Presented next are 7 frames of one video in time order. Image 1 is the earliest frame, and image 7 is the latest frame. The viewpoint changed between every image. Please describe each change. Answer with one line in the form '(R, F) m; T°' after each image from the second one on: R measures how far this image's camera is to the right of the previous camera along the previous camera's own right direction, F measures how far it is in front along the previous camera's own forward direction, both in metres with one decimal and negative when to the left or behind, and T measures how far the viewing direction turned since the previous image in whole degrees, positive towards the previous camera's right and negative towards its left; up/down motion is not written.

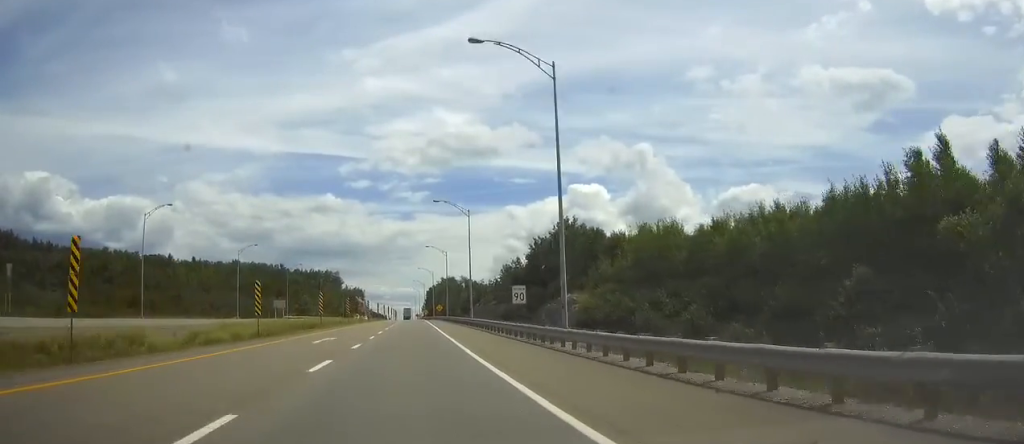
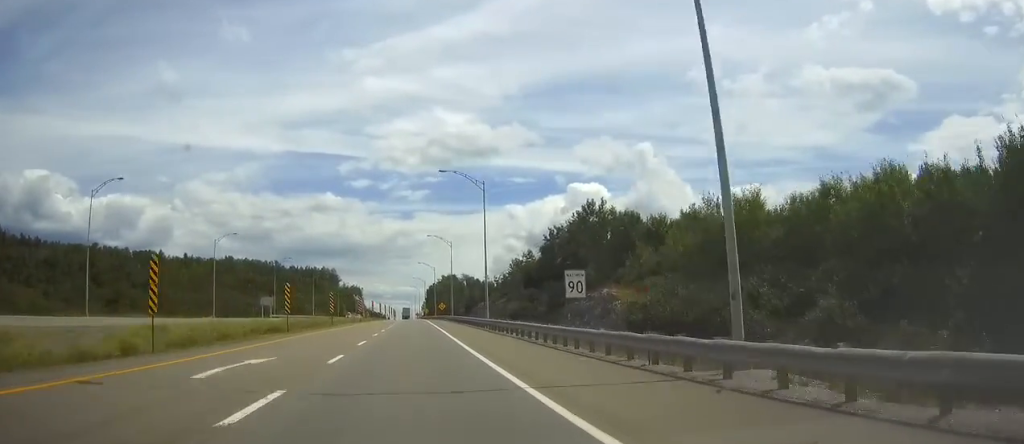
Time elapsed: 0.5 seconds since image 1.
(0.0, +15.4) m; 0°
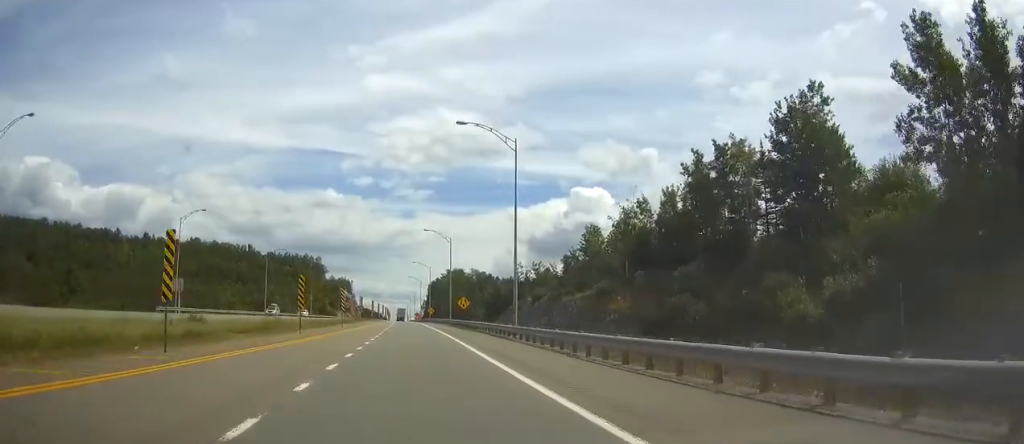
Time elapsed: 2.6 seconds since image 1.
(+0.2, +65.8) m; 0°
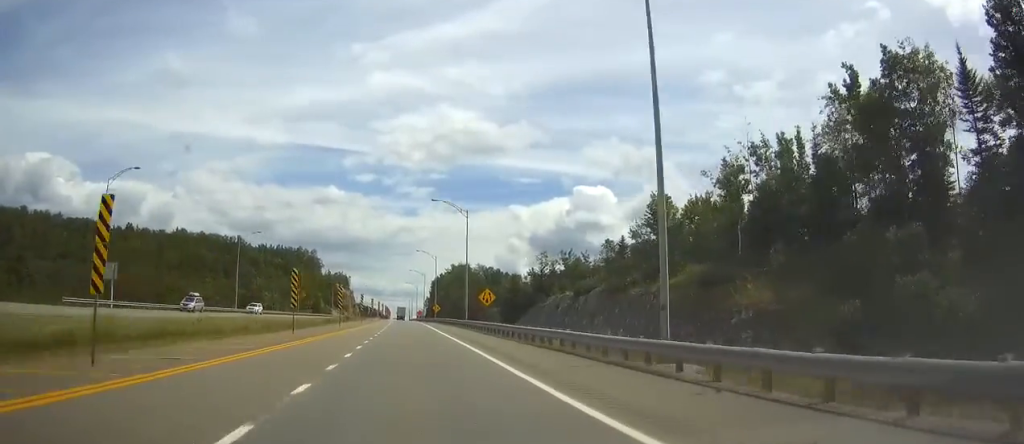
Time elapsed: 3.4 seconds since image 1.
(0.0, +24.7) m; 0°
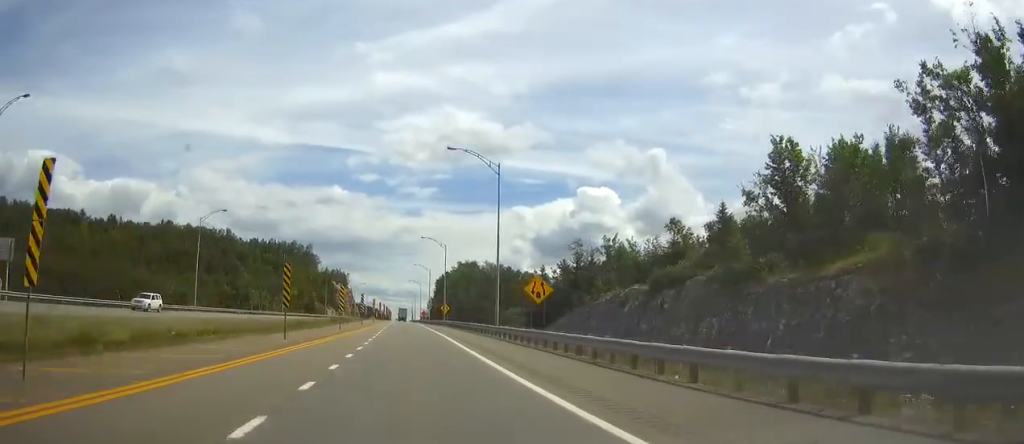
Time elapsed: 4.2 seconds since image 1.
(-0.1, +23.7) m; 0°
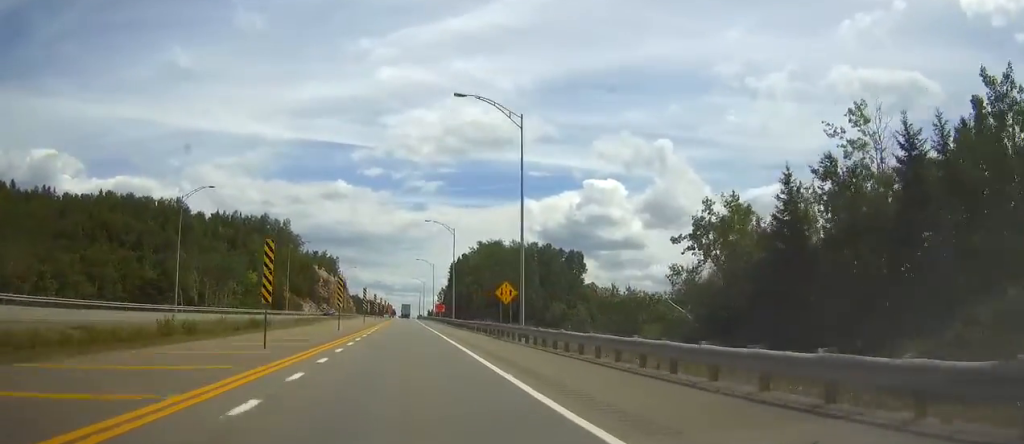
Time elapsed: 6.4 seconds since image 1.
(-0.4, +67.8) m; 0°
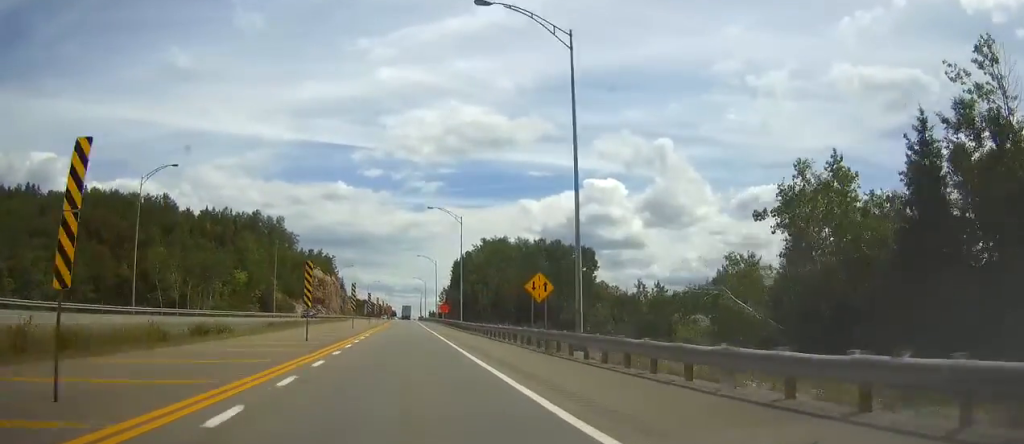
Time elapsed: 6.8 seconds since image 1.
(0.0, +12.3) m; 0°
